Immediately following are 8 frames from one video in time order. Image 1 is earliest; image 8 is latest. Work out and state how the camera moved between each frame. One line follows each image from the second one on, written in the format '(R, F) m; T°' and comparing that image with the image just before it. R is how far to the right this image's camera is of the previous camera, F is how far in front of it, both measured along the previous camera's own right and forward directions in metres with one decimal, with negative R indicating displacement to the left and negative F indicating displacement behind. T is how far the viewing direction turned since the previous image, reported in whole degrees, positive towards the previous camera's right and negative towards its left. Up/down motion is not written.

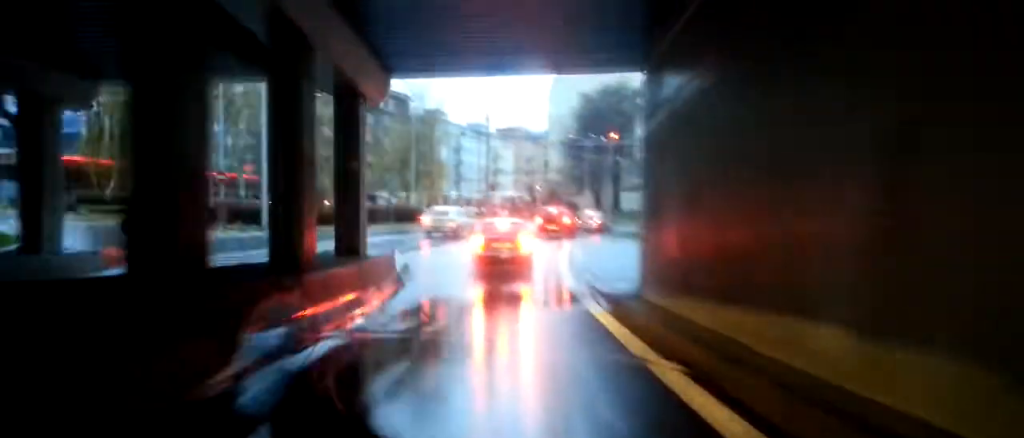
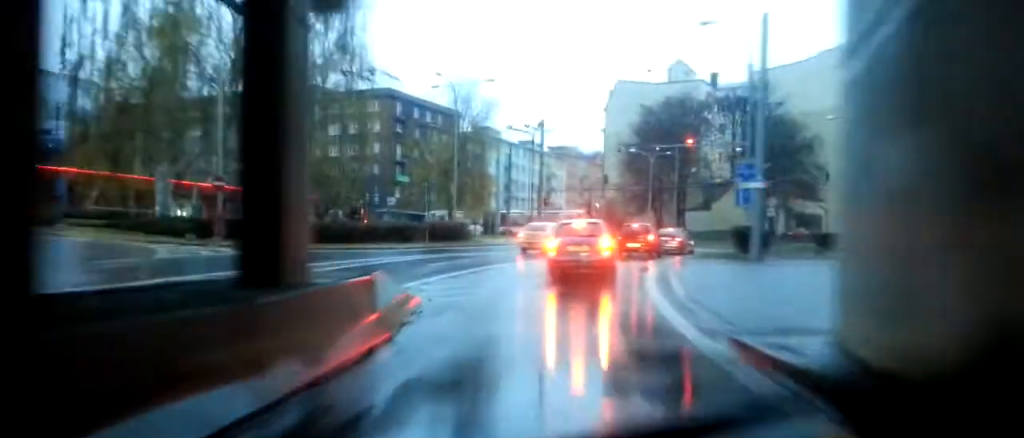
(-0.1, +7.9) m; -5°
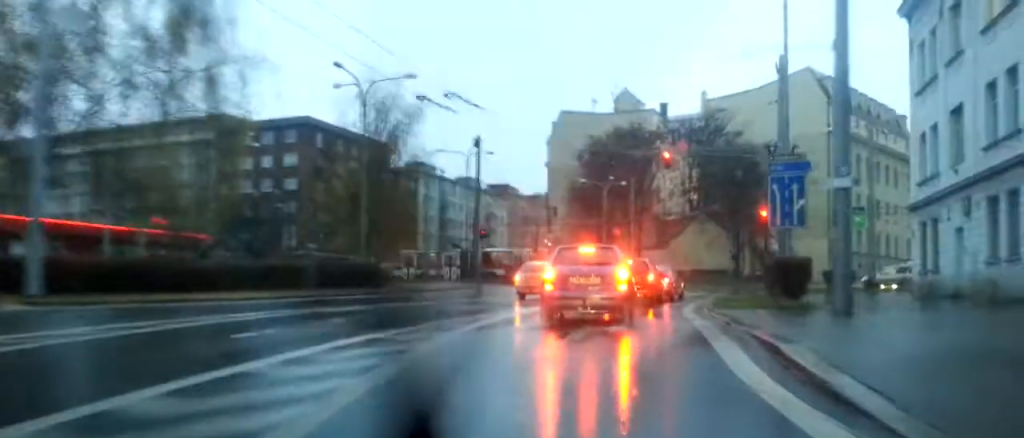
(-1.0, +10.7) m; -7°
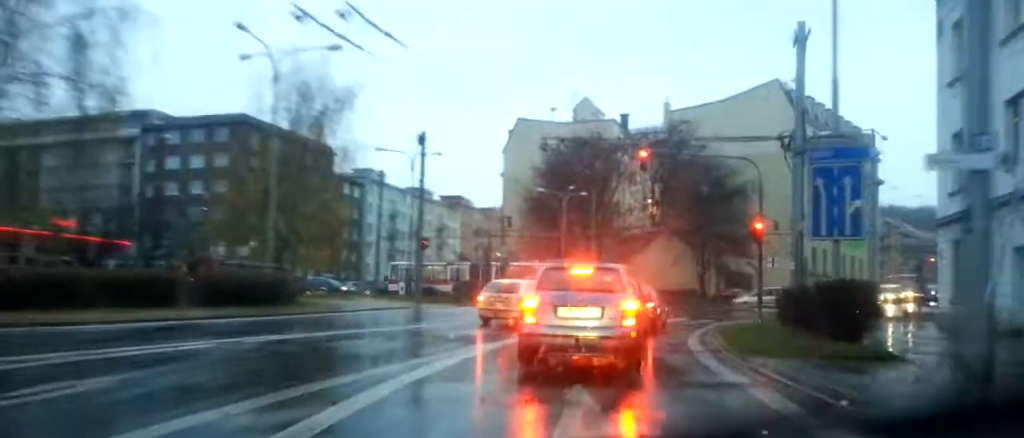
(0.0, +6.2) m; +1°
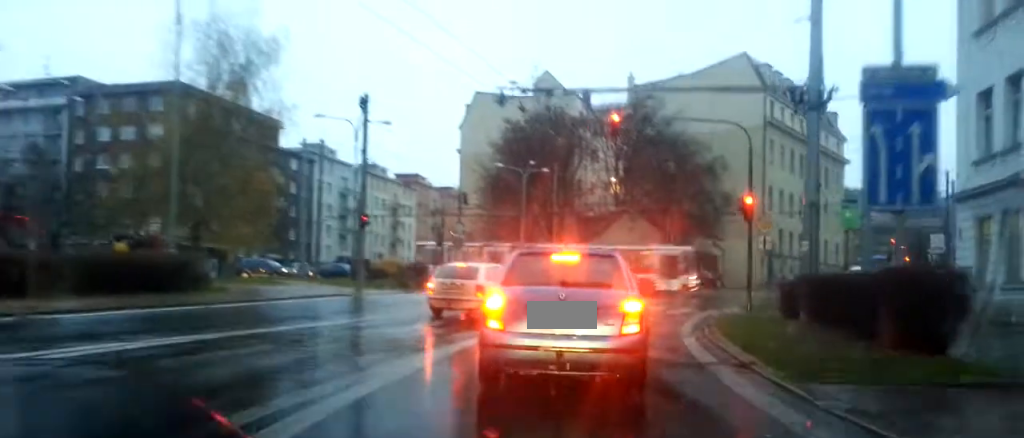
(+0.1, +4.6) m; -1°
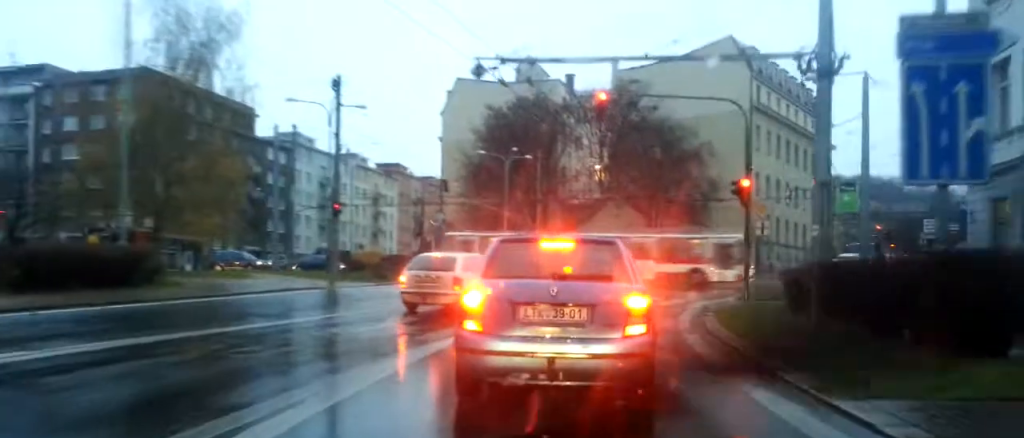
(0.0, +1.8) m; -2°
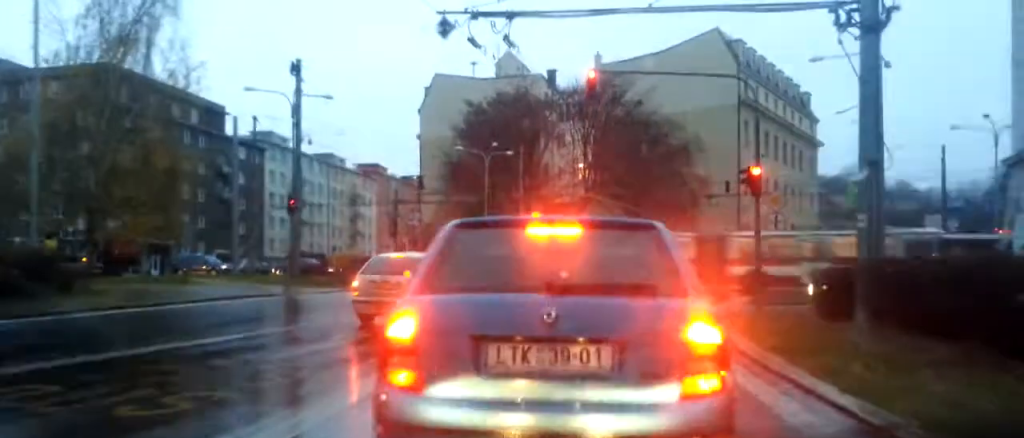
(-0.1, +2.7) m; -1°
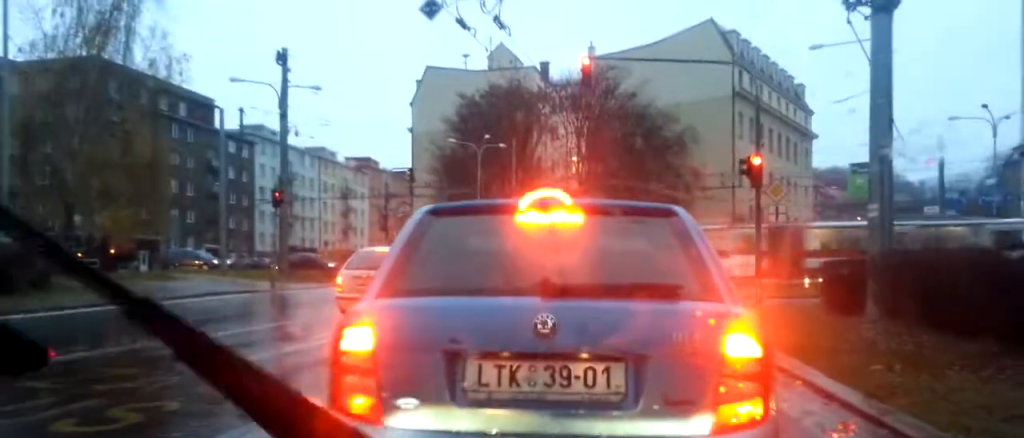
(0.0, +0.5) m; 0°
